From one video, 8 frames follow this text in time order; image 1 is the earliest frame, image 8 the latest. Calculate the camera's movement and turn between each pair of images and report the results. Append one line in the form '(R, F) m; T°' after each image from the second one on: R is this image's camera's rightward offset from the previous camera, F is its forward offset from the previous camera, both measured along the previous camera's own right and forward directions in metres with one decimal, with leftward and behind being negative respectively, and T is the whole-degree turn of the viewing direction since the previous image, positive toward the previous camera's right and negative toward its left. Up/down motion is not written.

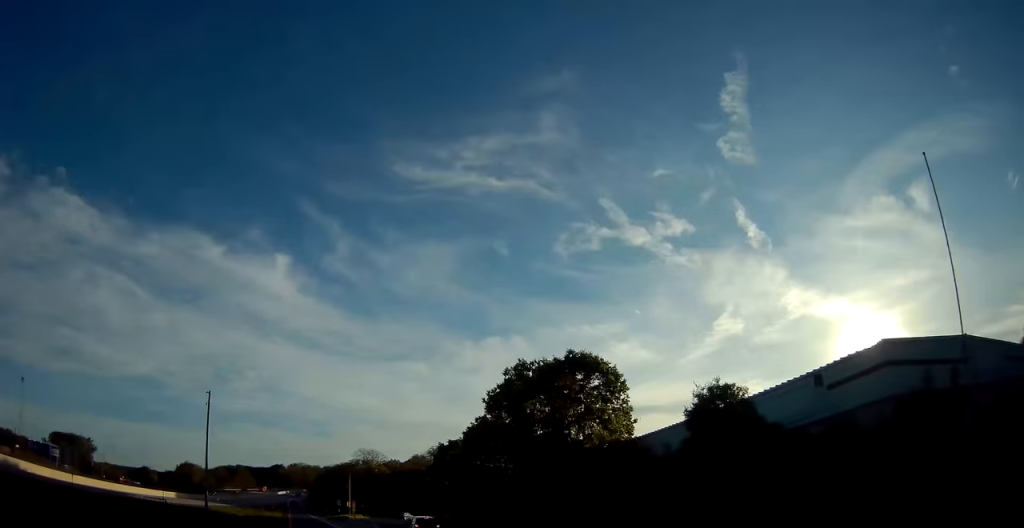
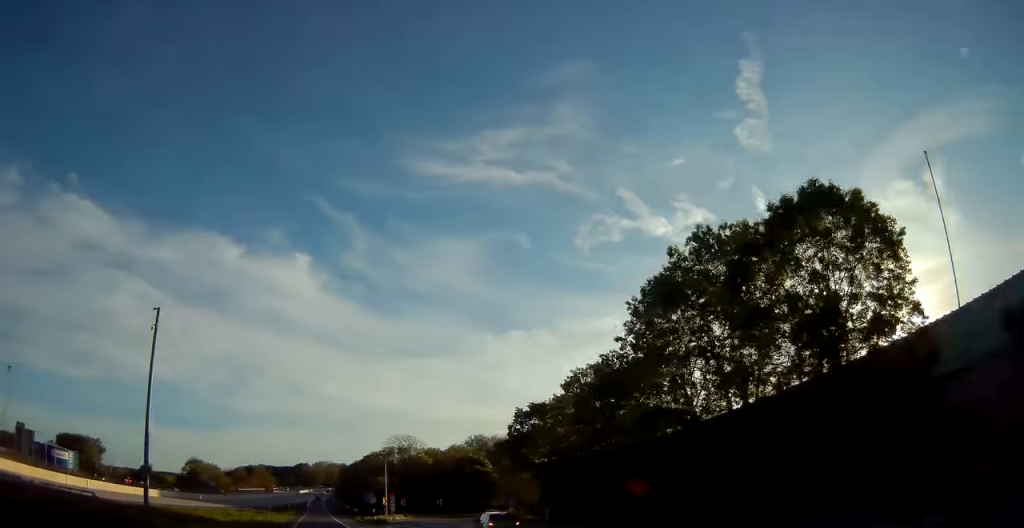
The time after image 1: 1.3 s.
(-0.4, +28.4) m; -1°
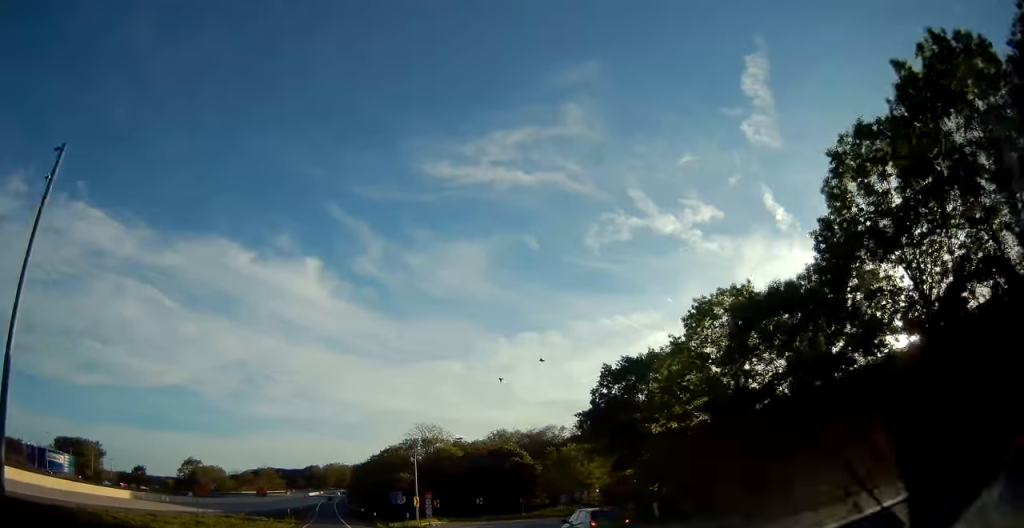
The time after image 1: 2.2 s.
(-0.1, +19.5) m; -1°
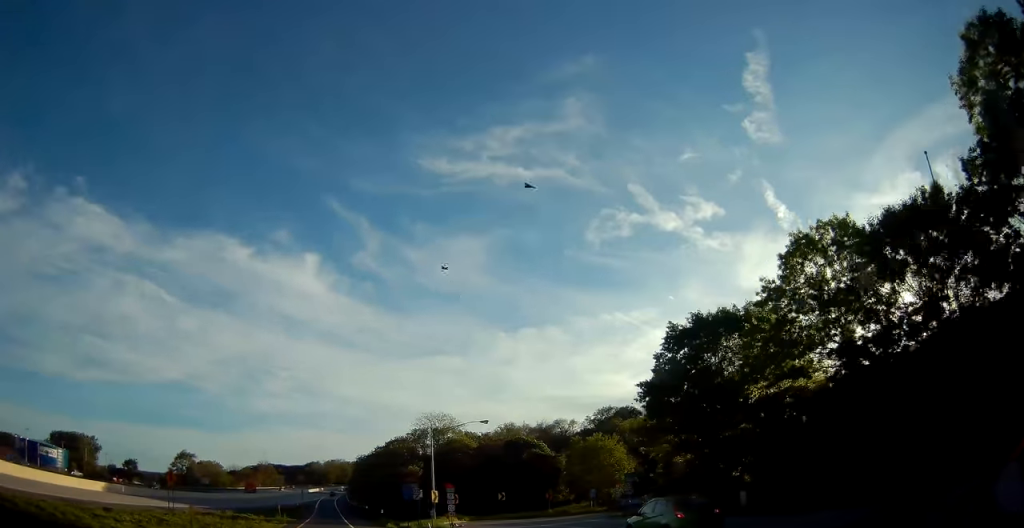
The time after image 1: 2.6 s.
(0.0, +10.0) m; -1°
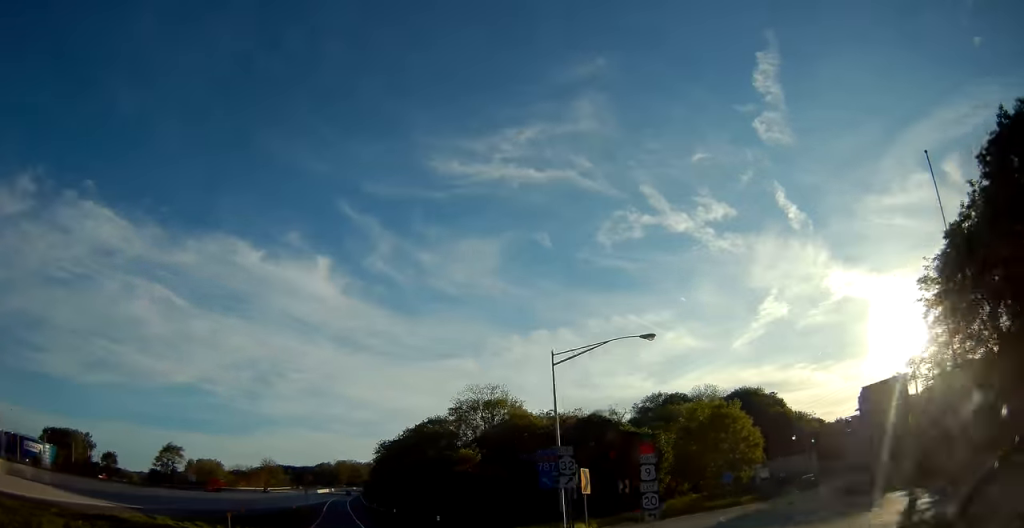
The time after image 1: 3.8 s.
(-0.5, +27.2) m; -1°
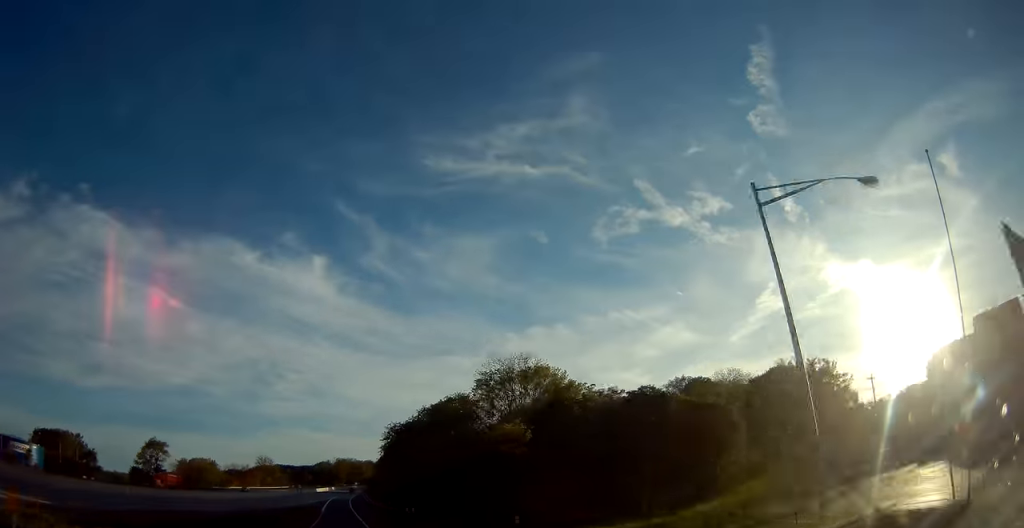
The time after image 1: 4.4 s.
(0.0, +15.0) m; +1°
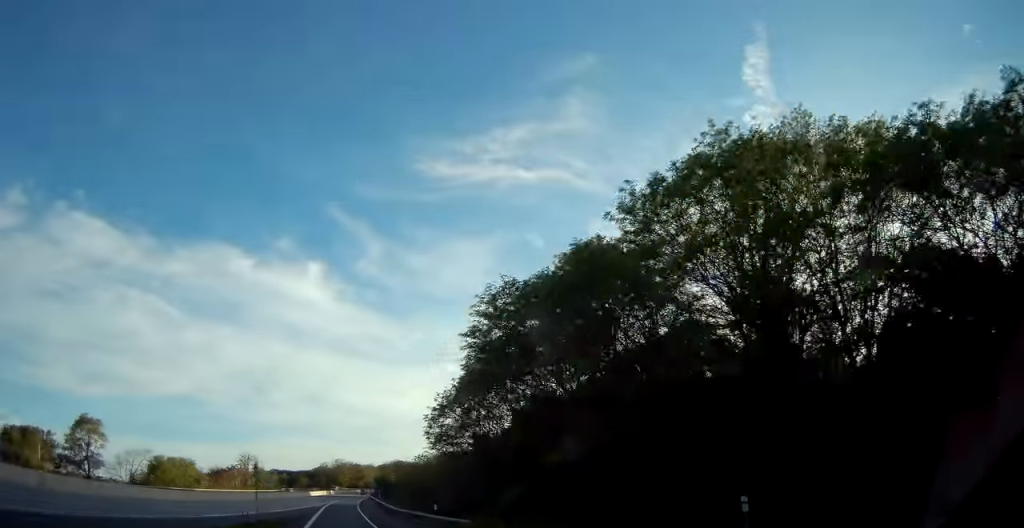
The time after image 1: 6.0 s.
(+0.6, +41.1) m; +1°
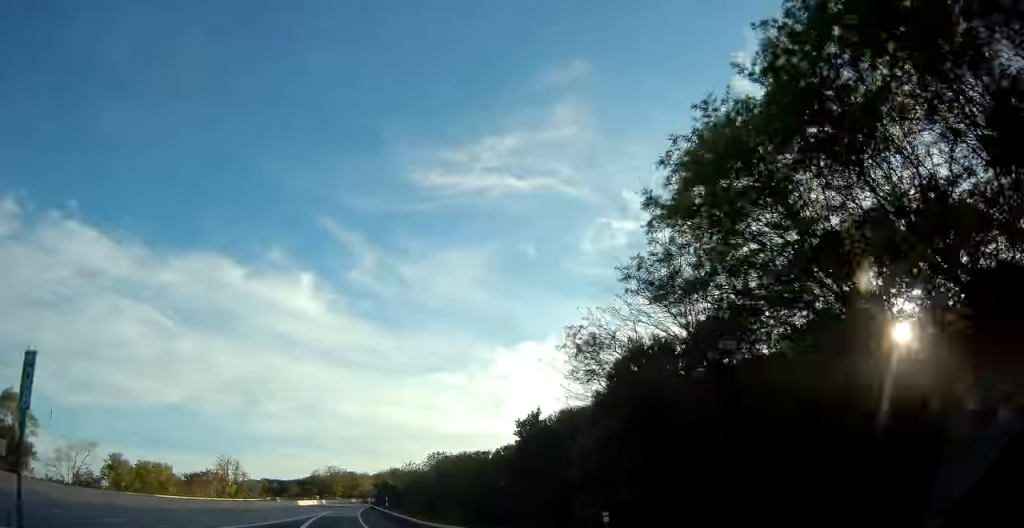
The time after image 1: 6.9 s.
(-0.3, +25.6) m; 0°
